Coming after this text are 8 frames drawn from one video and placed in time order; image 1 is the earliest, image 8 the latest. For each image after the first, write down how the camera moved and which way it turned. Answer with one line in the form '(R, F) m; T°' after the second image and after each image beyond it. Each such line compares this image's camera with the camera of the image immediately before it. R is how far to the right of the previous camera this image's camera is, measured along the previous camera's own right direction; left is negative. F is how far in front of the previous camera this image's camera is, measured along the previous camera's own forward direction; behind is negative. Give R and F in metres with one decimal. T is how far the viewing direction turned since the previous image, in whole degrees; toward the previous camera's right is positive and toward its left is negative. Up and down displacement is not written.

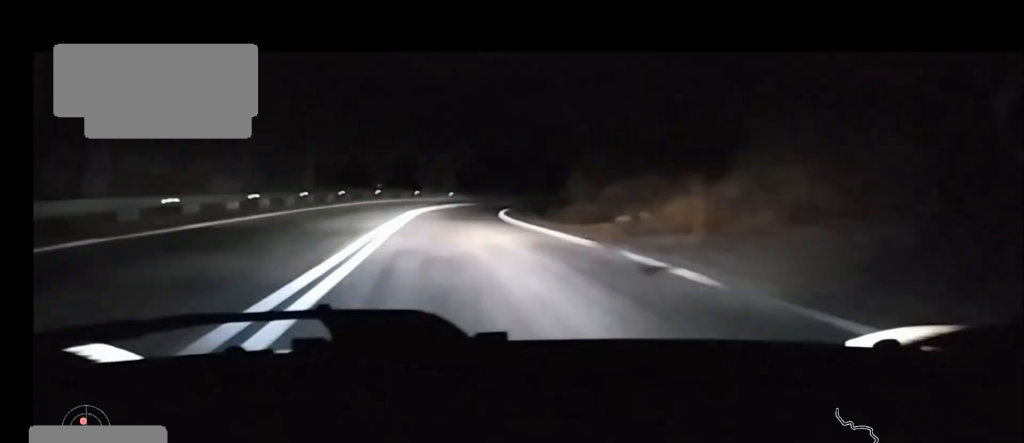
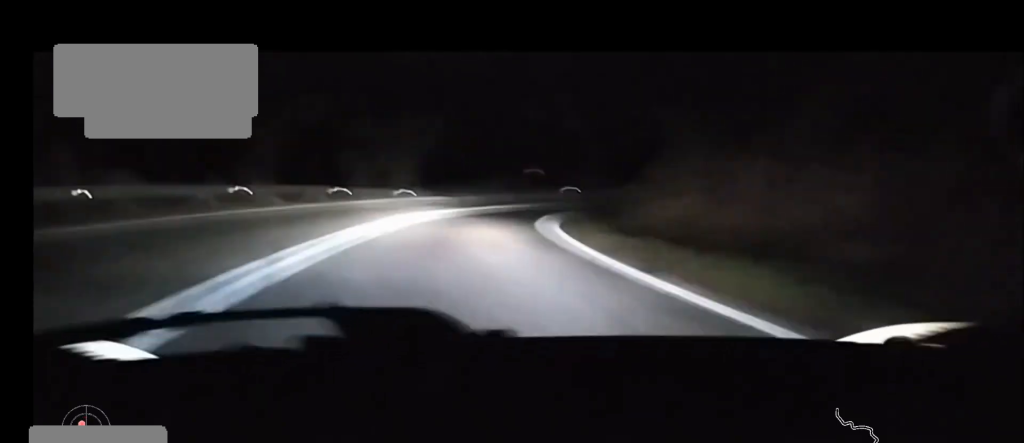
(+0.5, +25.1) m; +6°
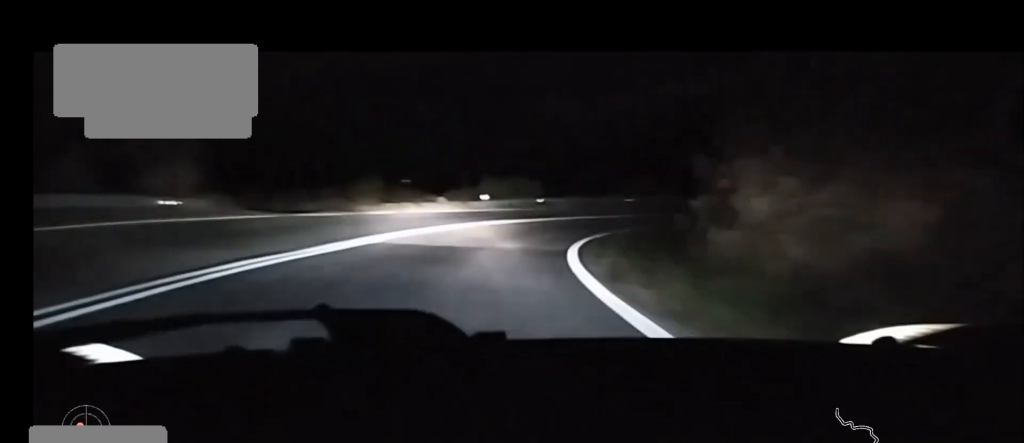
(+1.4, +18.9) m; +11°
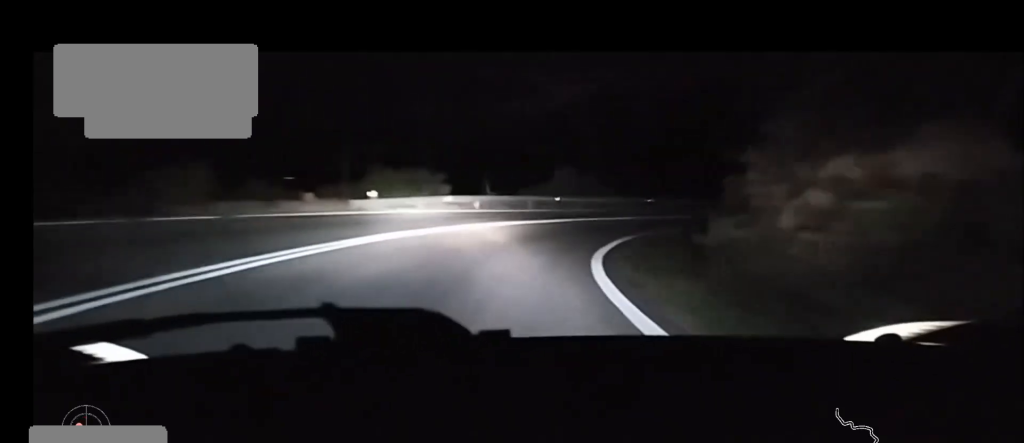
(+0.2, +10.0) m; +8°
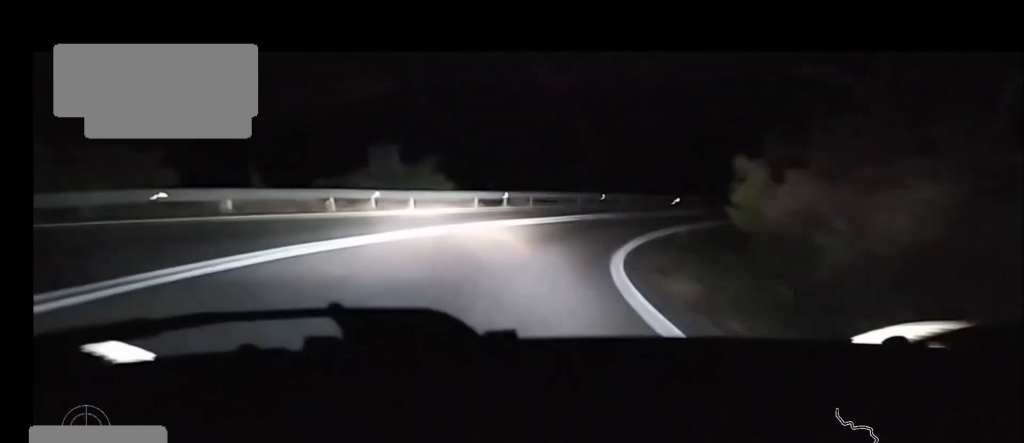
(+1.9, +13.1) m; +15°
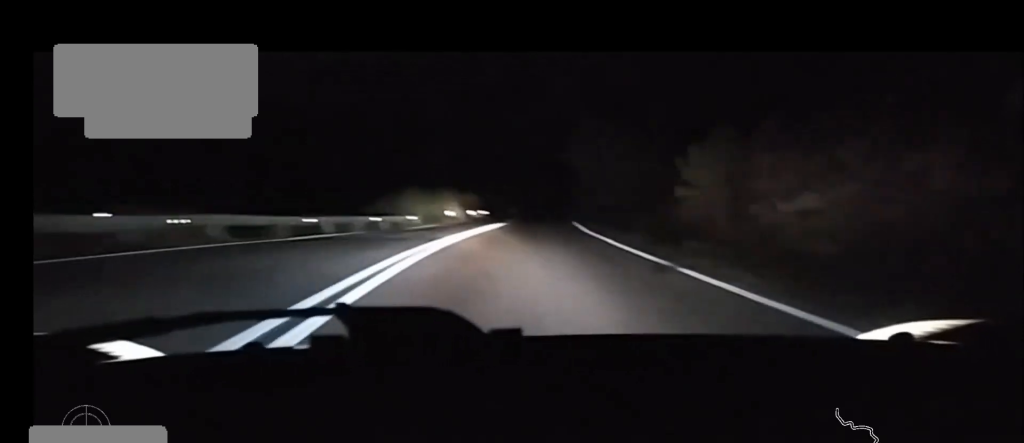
(+12.5, +33.3) m; +35°
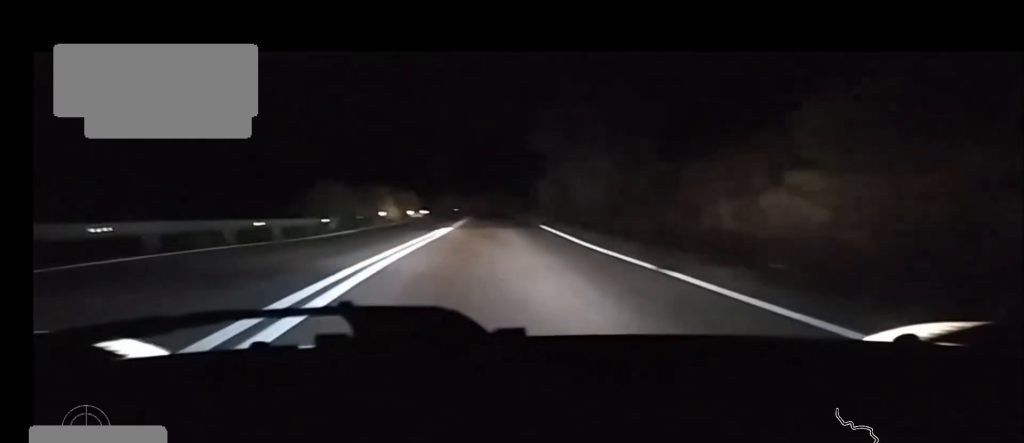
(+0.3, +9.7) m; +6°
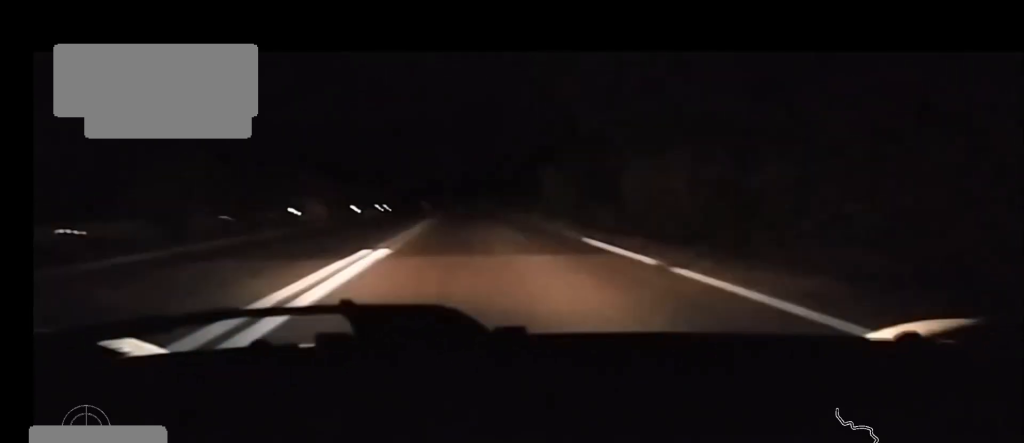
(+1.3, +17.0) m; +3°
